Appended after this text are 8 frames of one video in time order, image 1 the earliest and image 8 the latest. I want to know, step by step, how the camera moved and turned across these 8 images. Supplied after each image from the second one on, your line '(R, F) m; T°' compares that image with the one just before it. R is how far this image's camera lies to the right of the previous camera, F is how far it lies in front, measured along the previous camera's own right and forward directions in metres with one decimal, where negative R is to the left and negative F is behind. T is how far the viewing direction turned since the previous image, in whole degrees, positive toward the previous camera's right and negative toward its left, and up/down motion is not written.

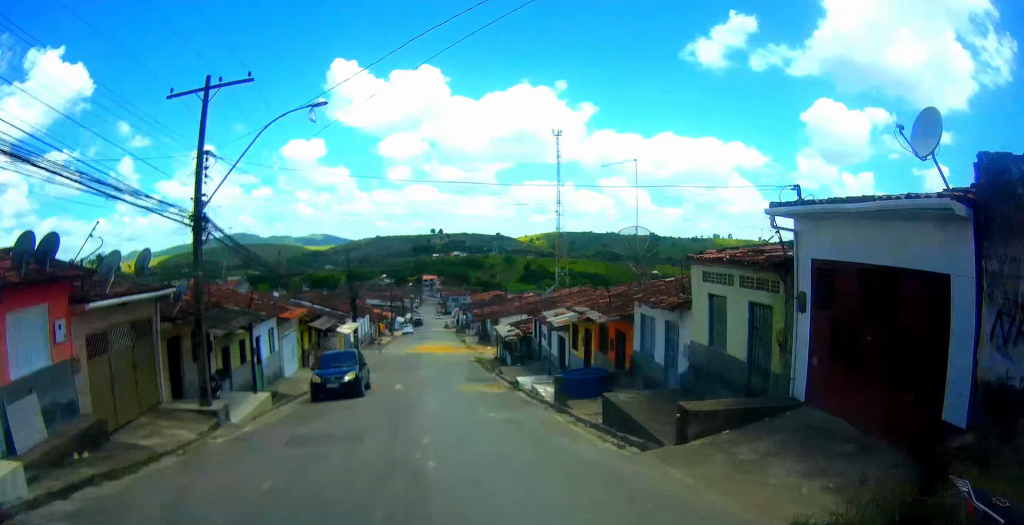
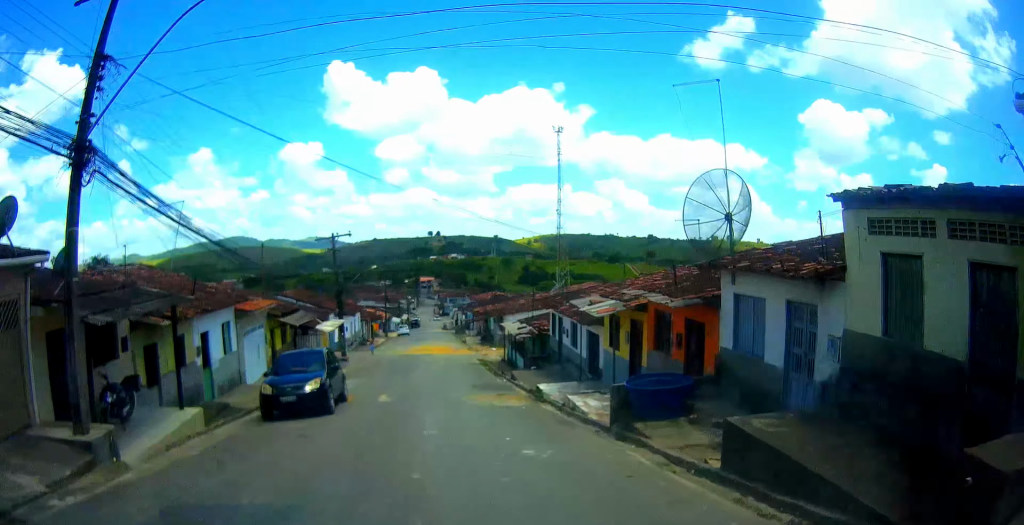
(0.0, +4.9) m; -1°
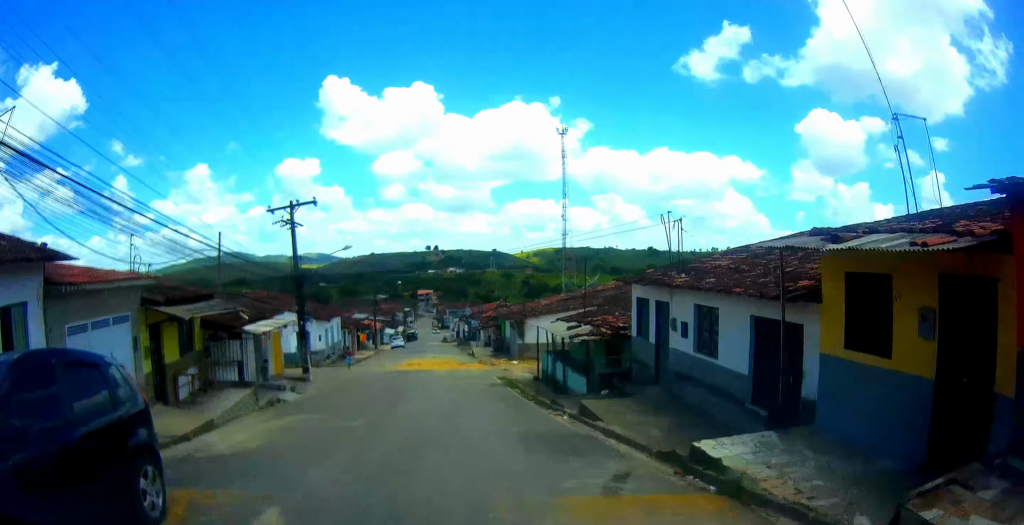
(0.0, +11.3) m; +1°
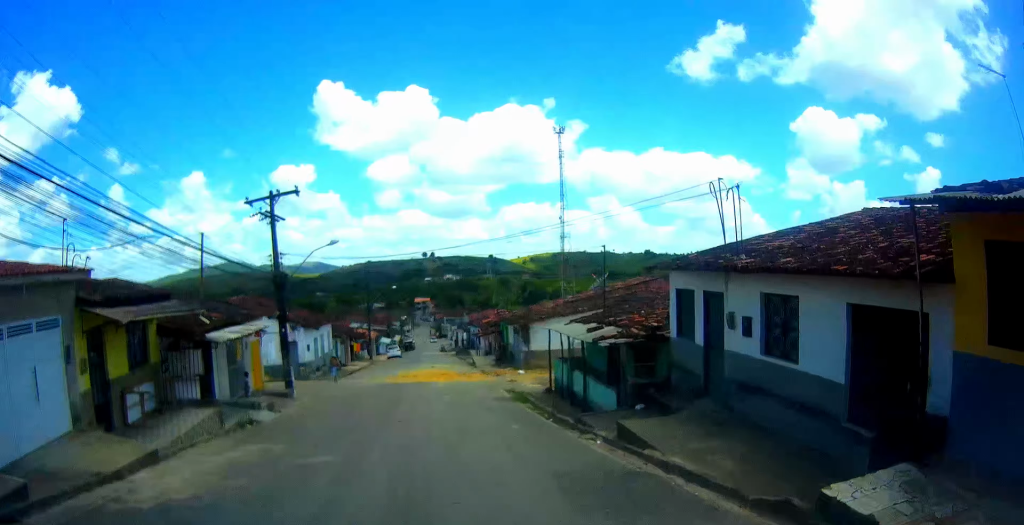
(0.0, +3.9) m; +1°
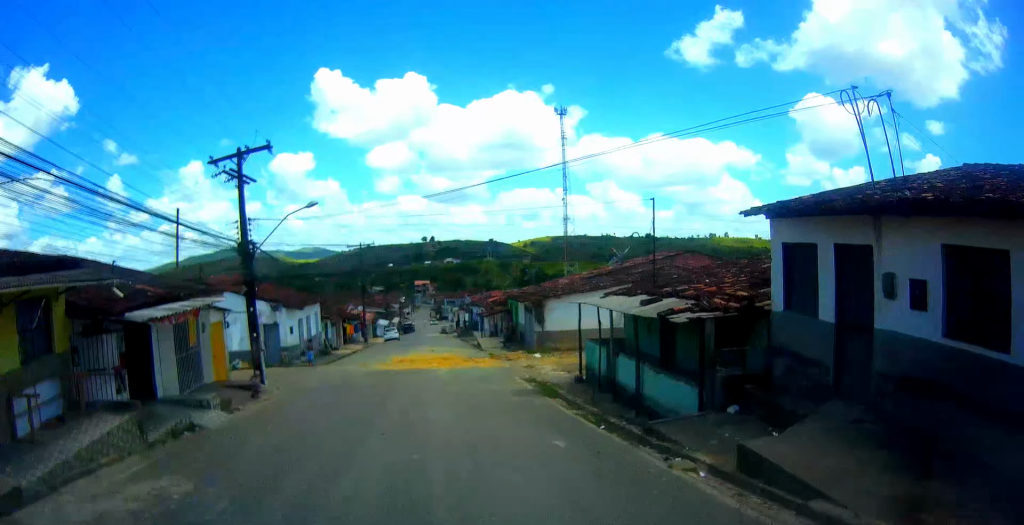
(0.0, +6.5) m; 0°
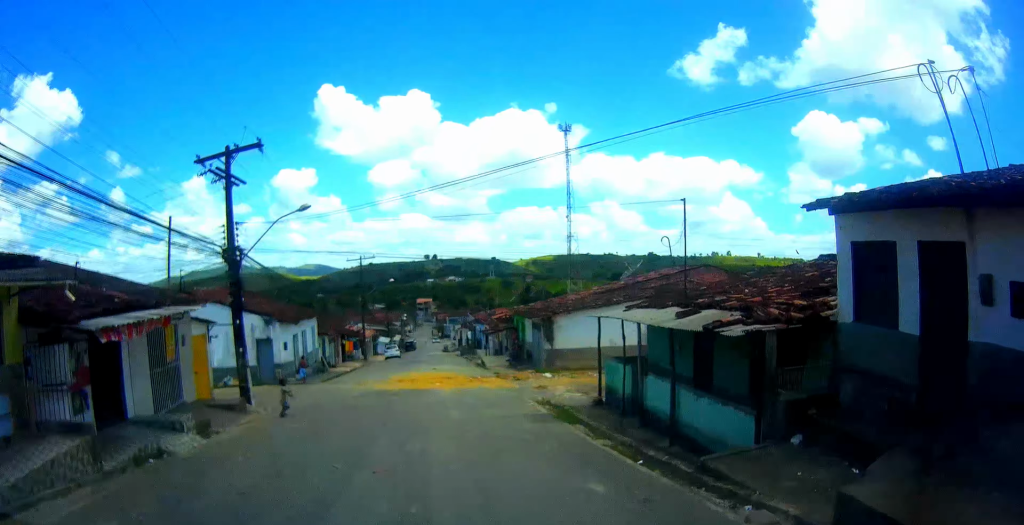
(0.0, +2.0) m; 0°
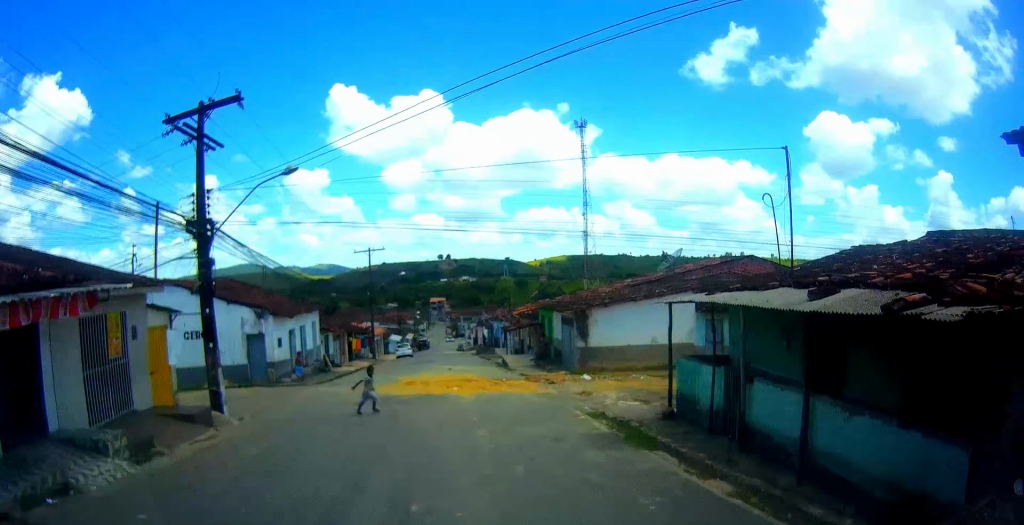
(0.0, +3.8) m; -2°
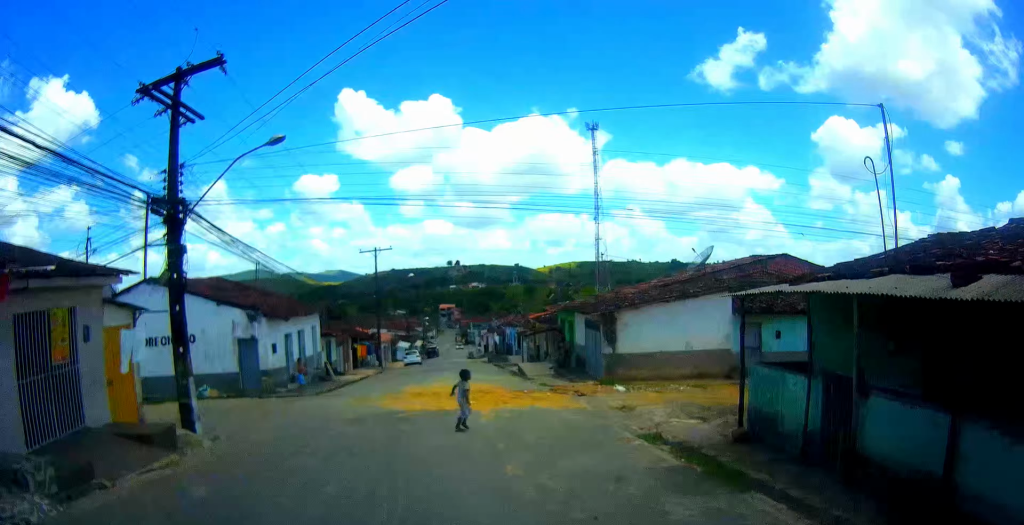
(0.0, +2.7) m; -2°
